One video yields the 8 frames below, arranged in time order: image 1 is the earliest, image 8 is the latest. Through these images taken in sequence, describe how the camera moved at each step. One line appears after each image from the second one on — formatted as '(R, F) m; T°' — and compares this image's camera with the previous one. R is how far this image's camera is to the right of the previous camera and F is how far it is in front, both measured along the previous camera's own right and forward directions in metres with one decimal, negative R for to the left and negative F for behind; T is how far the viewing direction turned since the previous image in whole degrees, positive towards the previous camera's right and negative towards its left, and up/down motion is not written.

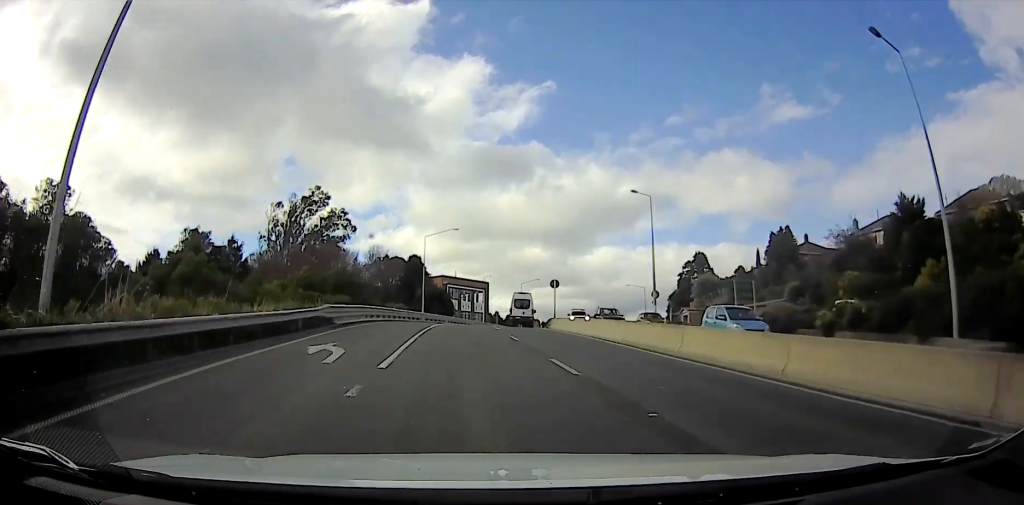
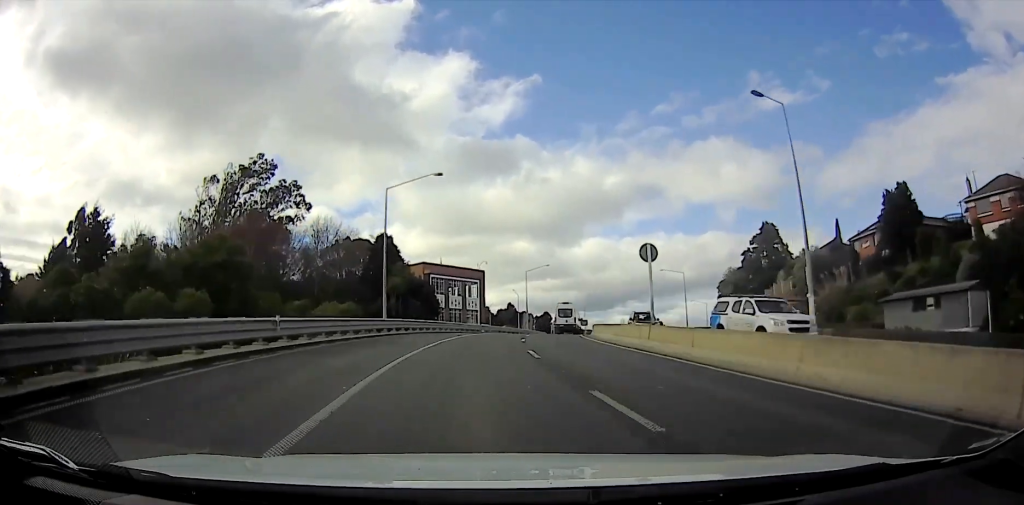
(-1.5, +40.2) m; -3°
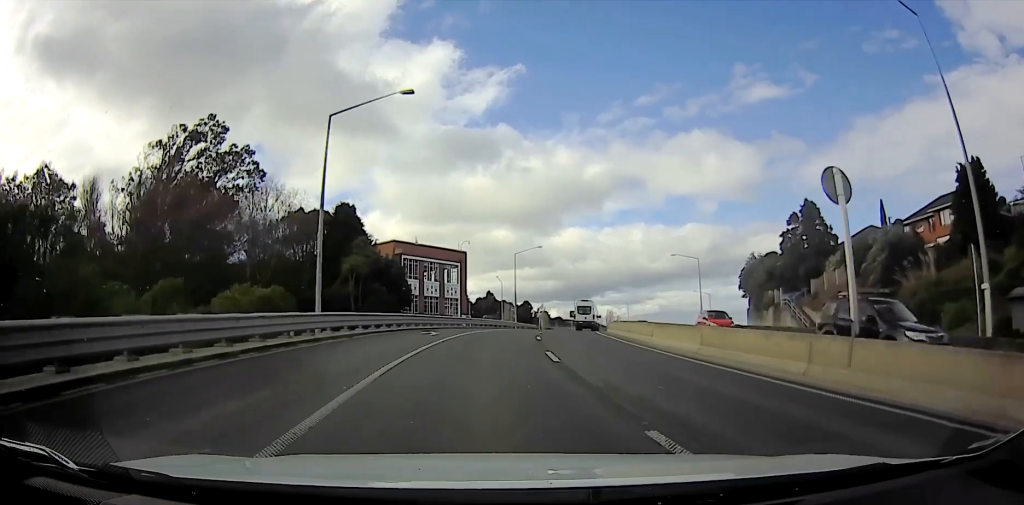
(0.0, +18.0) m; 0°
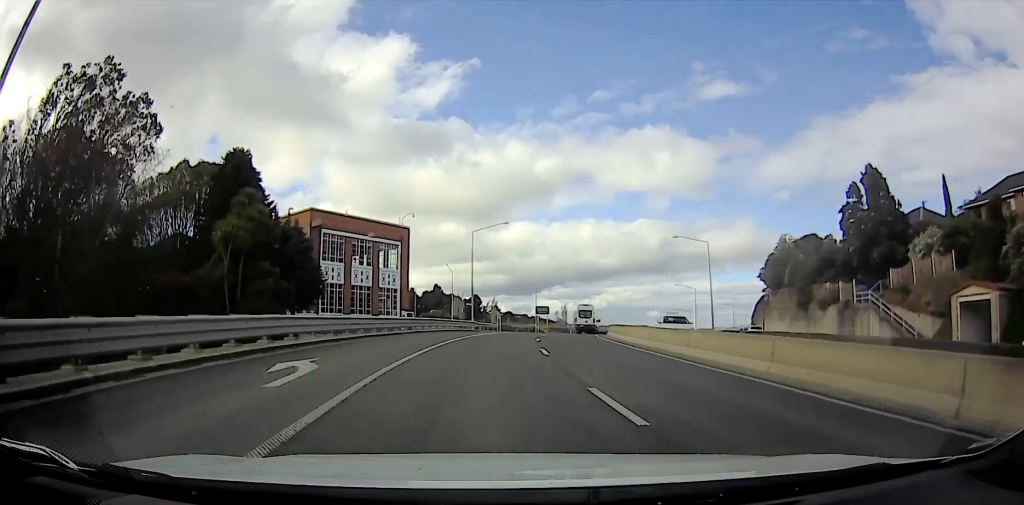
(+0.1, +21.5) m; 0°
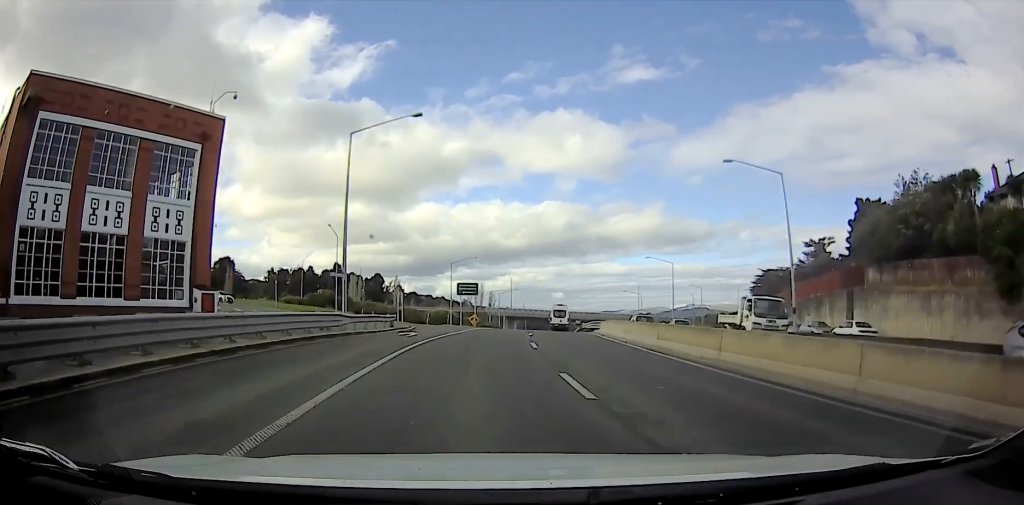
(0.0, +29.2) m; 0°
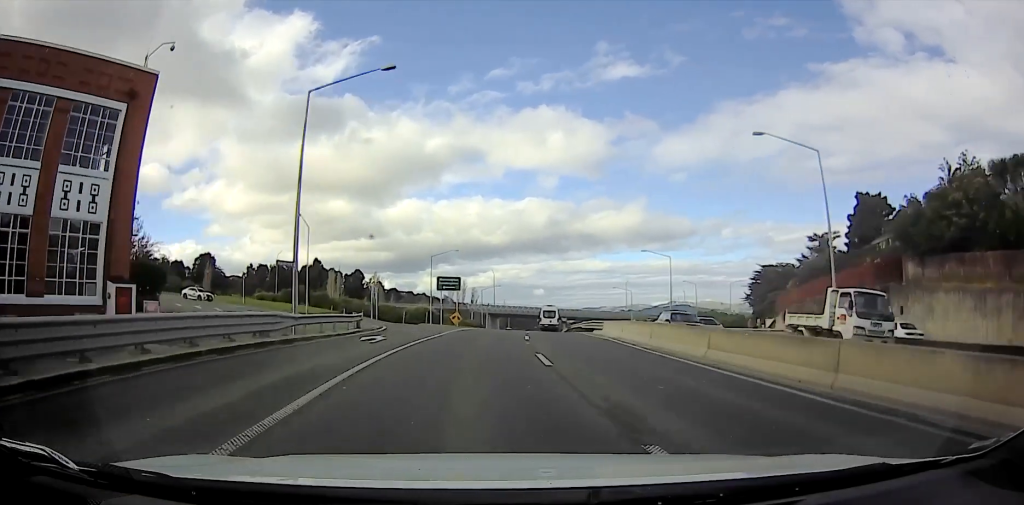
(0.0, +6.2) m; 0°
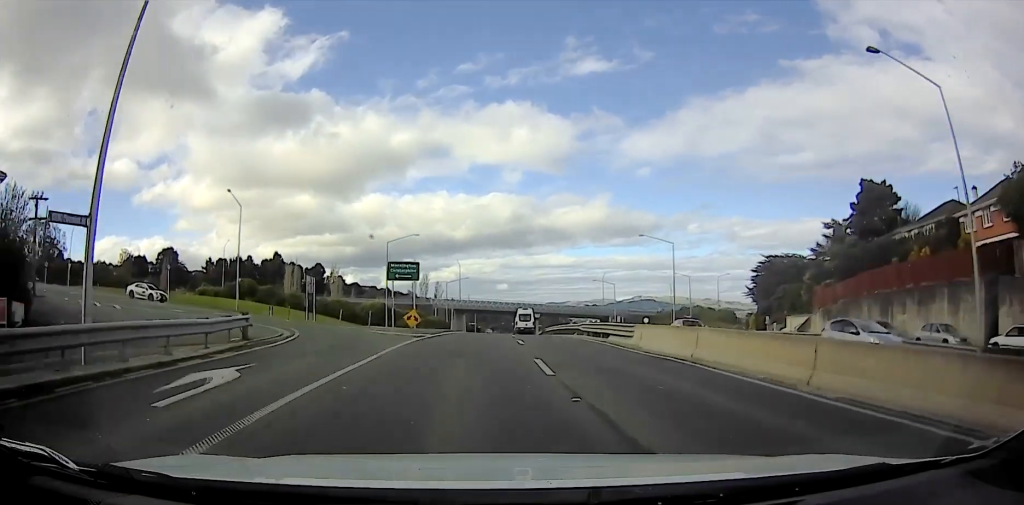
(0.0, +12.0) m; 0°
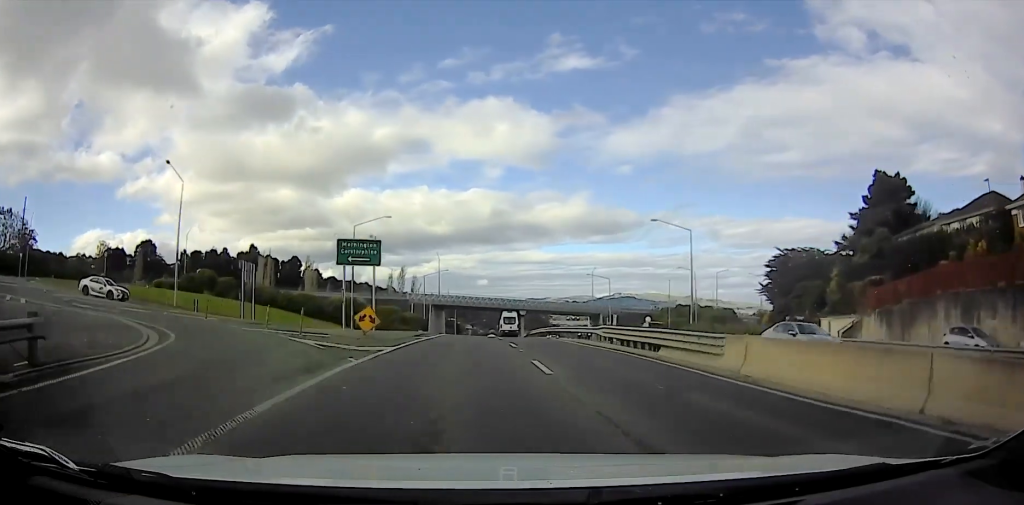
(0.0, +10.6) m; -1°
